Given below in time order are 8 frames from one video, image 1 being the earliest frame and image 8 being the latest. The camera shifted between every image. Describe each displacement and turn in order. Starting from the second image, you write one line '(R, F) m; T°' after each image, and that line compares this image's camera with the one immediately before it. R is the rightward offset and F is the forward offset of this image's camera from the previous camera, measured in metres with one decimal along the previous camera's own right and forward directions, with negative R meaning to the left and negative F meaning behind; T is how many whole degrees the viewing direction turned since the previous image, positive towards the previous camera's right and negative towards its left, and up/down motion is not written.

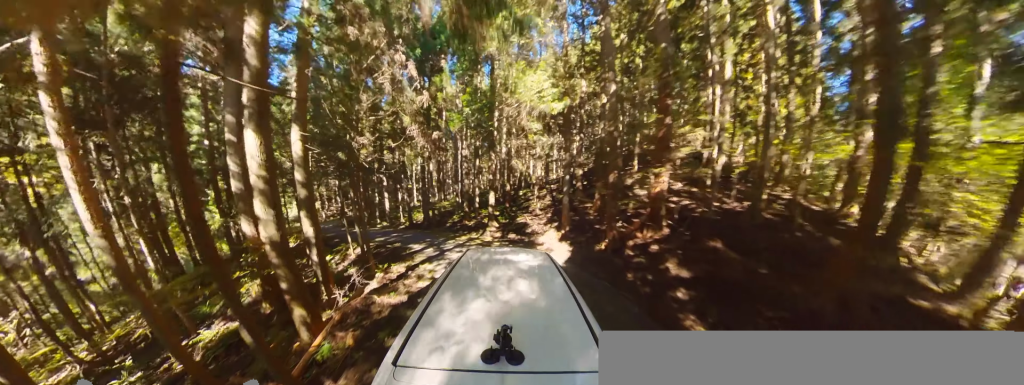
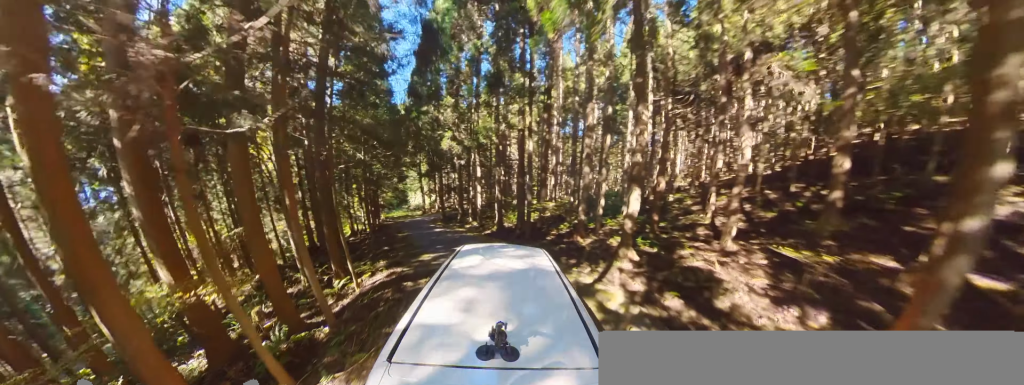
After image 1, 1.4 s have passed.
(-0.3, +4.6) m; +7°
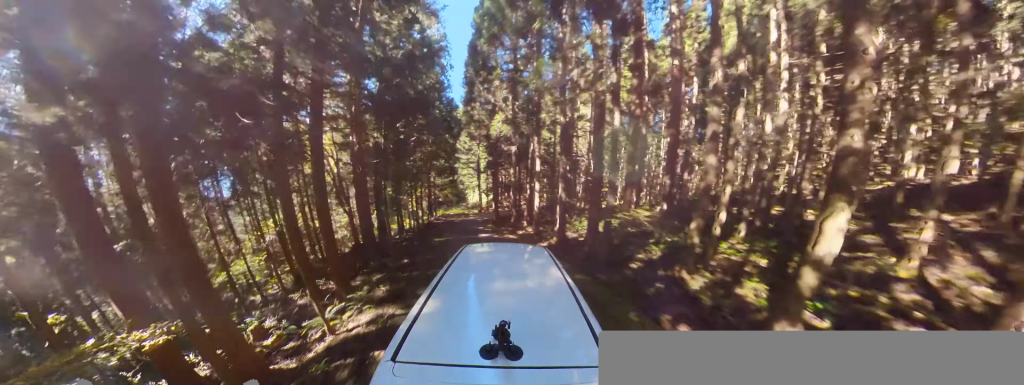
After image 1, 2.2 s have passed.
(+0.3, +2.8) m; +5°
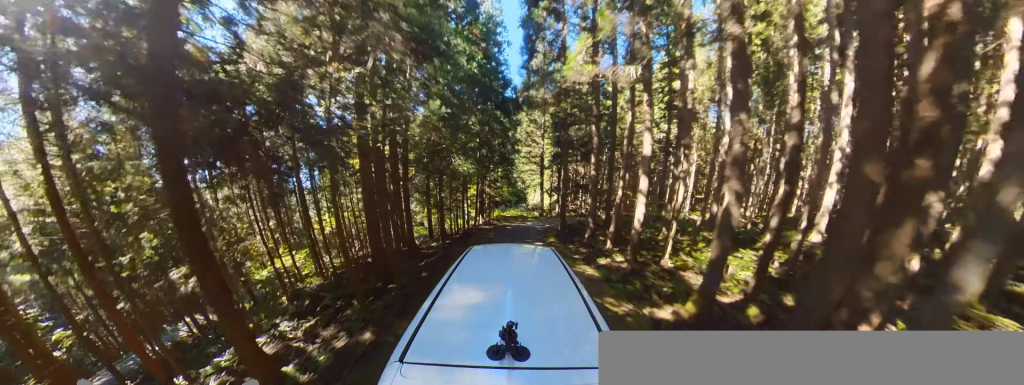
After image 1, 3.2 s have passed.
(-0.2, +5.2) m; +4°
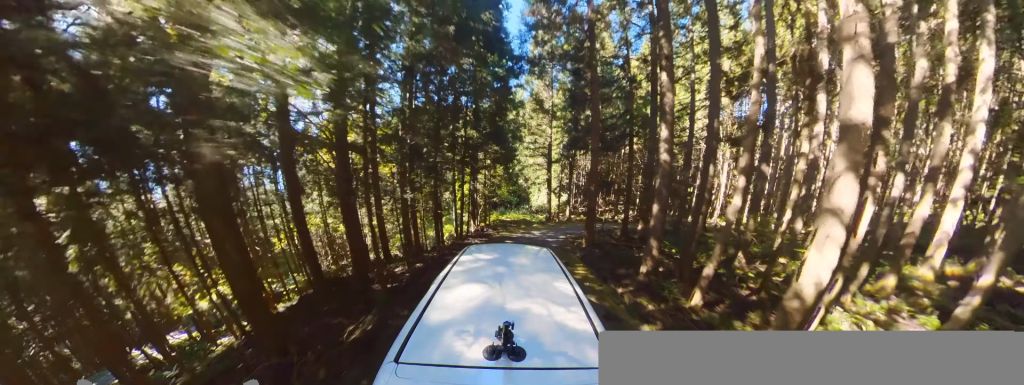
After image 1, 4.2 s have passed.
(+0.6, +5.7) m; +25°
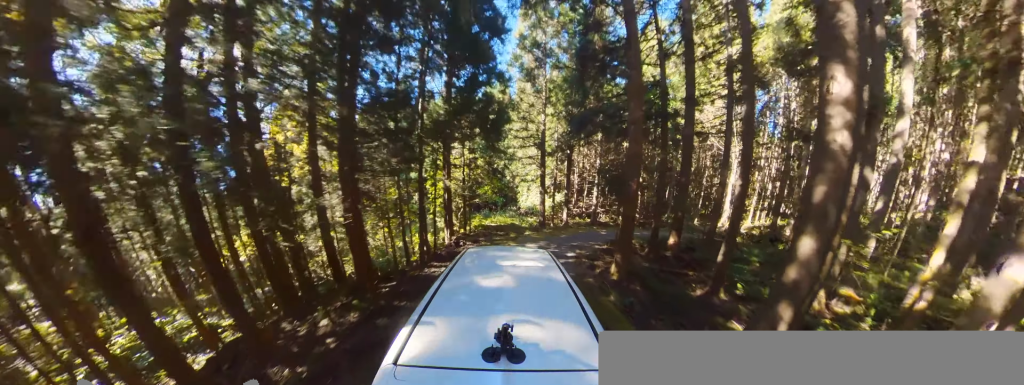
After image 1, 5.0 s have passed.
(+1.3, +5.2) m; +24°
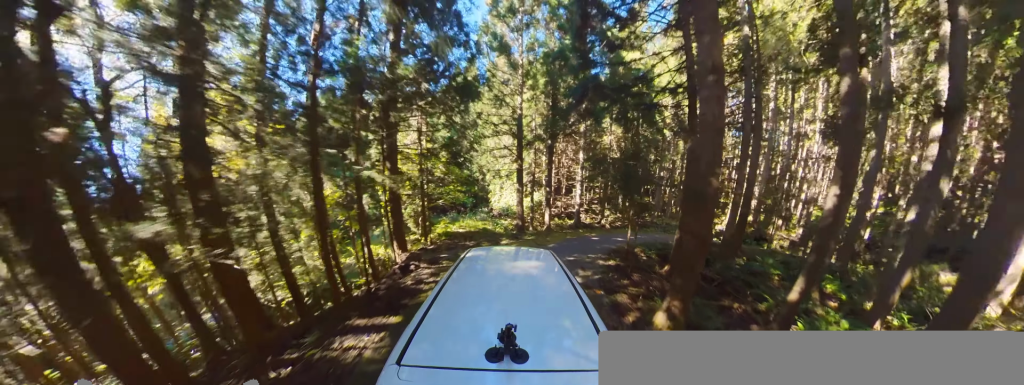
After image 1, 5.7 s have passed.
(+0.7, +4.4) m; +14°
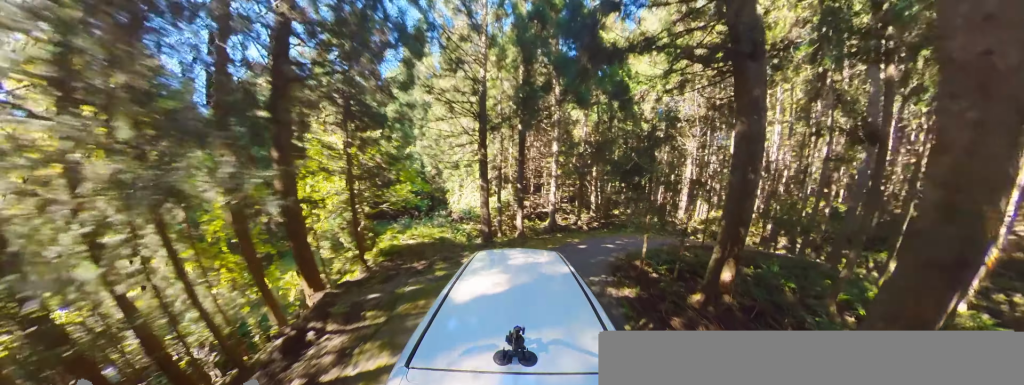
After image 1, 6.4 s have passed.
(+0.6, +3.9) m; +14°
